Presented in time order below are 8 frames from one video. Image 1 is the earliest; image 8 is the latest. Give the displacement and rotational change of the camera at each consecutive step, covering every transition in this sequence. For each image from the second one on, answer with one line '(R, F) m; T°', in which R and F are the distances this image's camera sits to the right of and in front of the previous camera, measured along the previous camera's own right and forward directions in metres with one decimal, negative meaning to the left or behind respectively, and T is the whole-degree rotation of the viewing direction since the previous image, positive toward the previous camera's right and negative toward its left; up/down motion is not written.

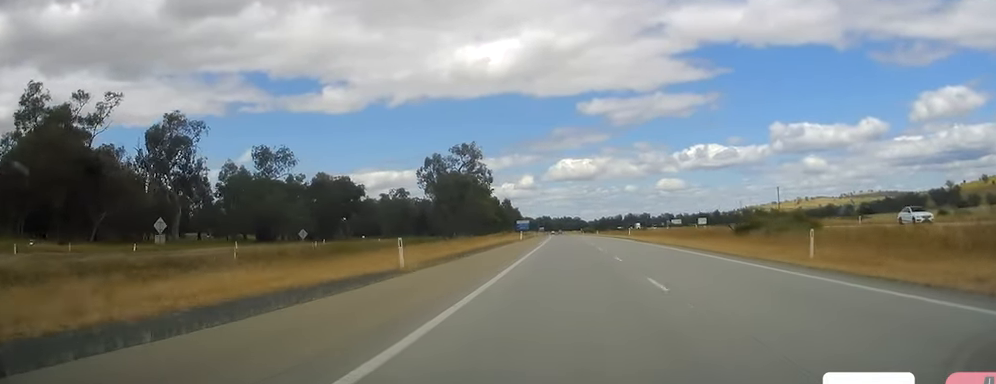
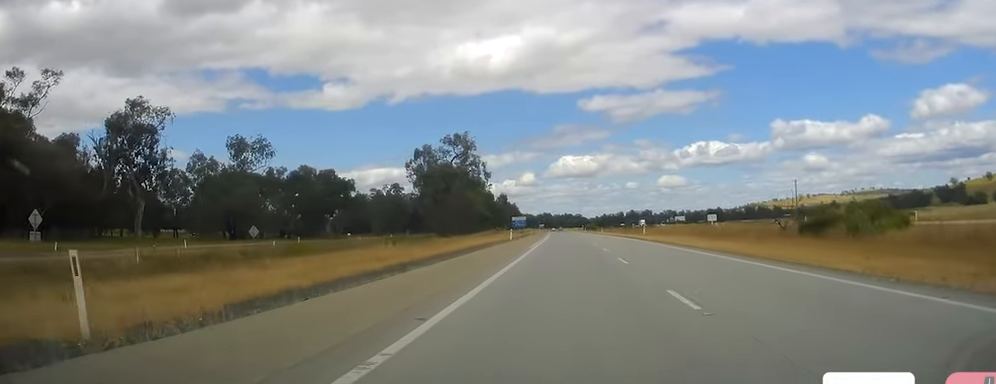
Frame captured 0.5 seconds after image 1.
(+0.1, +15.2) m; 0°
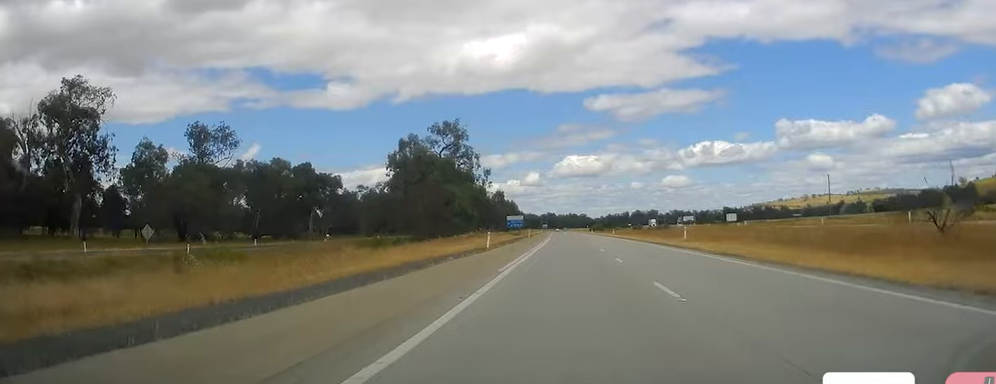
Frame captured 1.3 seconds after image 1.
(+0.1, +21.8) m; -1°
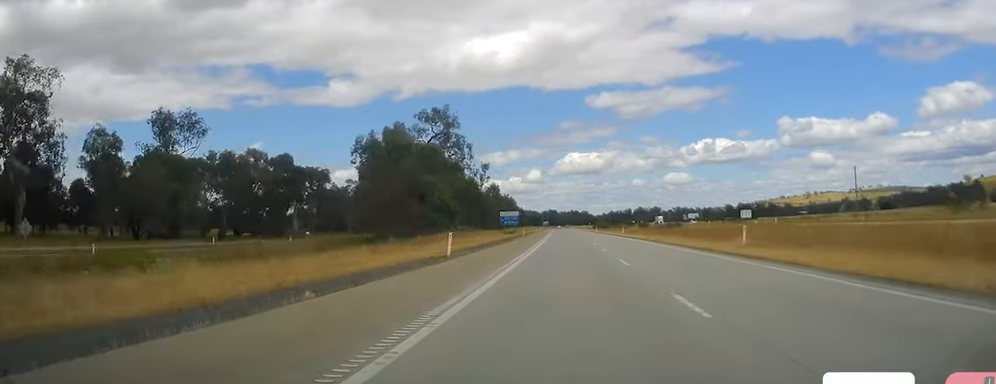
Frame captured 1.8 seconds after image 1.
(-0.4, +15.2) m; 0°
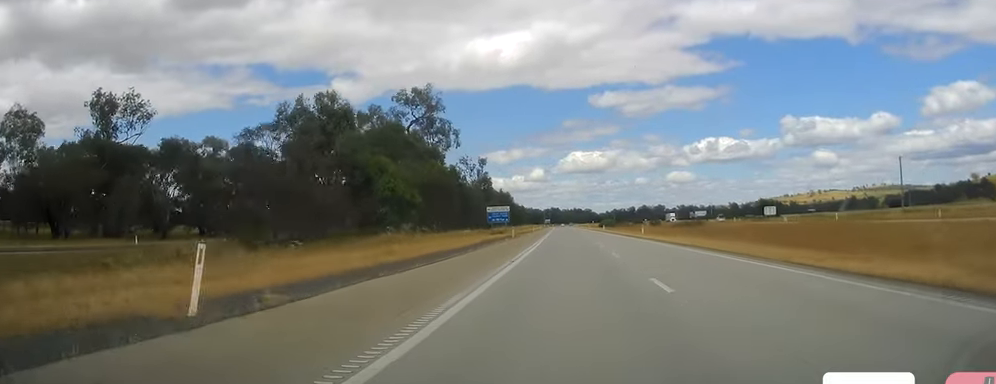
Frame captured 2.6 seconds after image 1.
(-0.2, +21.0) m; 0°
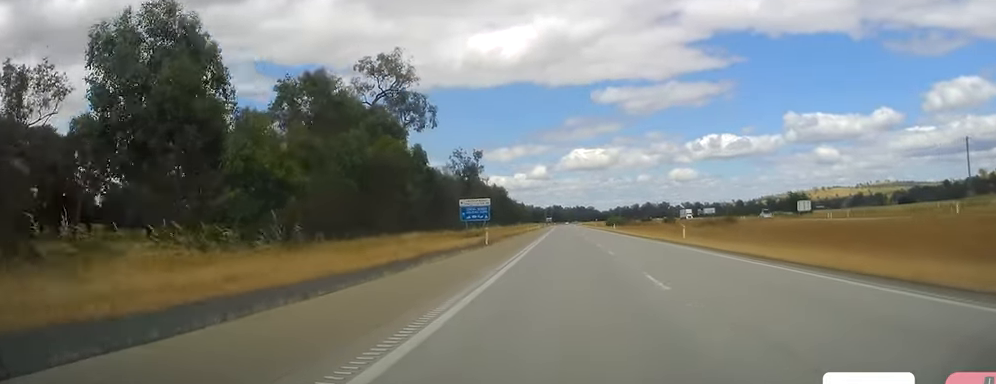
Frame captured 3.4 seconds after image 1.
(+0.4, +24.0) m; 0°
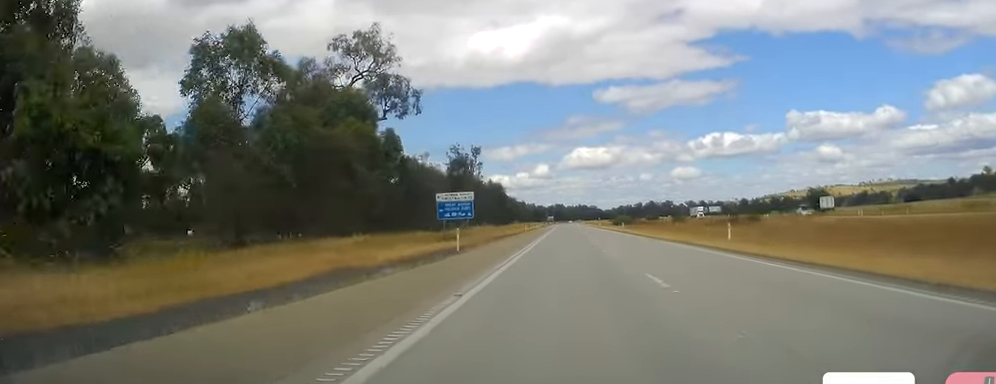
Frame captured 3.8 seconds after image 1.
(-0.1, +12.5) m; -1°
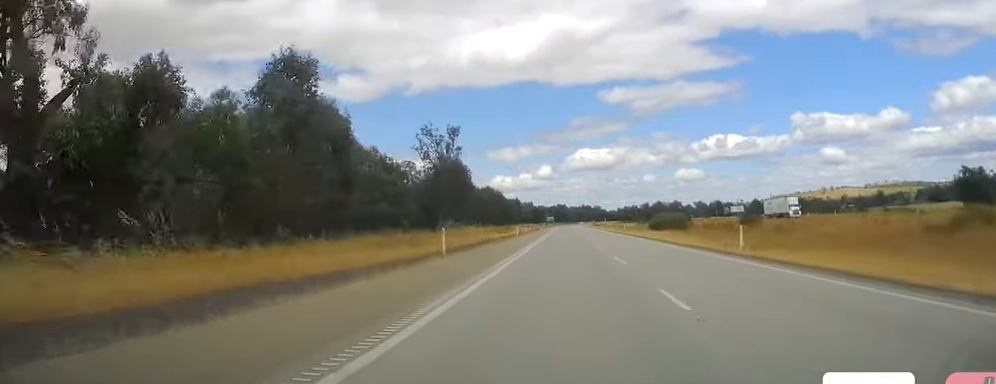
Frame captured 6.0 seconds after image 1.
(-1.2, +62.5) m; -1°
